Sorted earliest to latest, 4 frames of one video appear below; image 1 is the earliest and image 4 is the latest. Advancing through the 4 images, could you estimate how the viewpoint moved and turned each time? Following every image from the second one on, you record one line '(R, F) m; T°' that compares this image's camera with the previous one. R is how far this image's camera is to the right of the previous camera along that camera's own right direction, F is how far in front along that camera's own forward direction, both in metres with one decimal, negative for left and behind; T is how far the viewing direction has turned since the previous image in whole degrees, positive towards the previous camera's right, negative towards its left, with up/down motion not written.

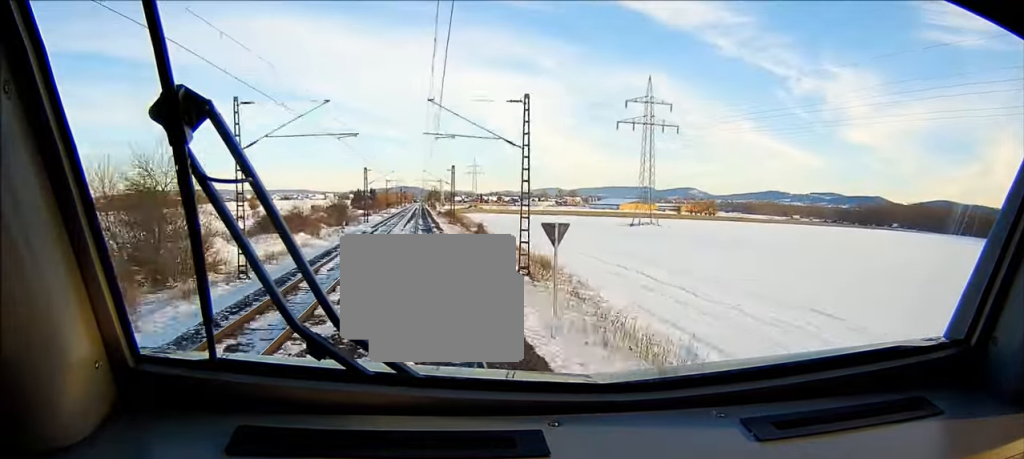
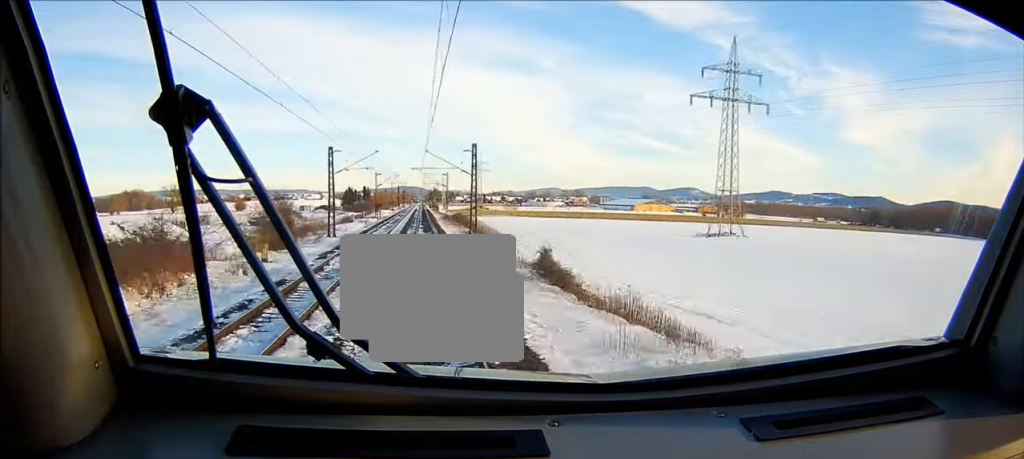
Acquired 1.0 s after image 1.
(0.0, +38.5) m; 0°
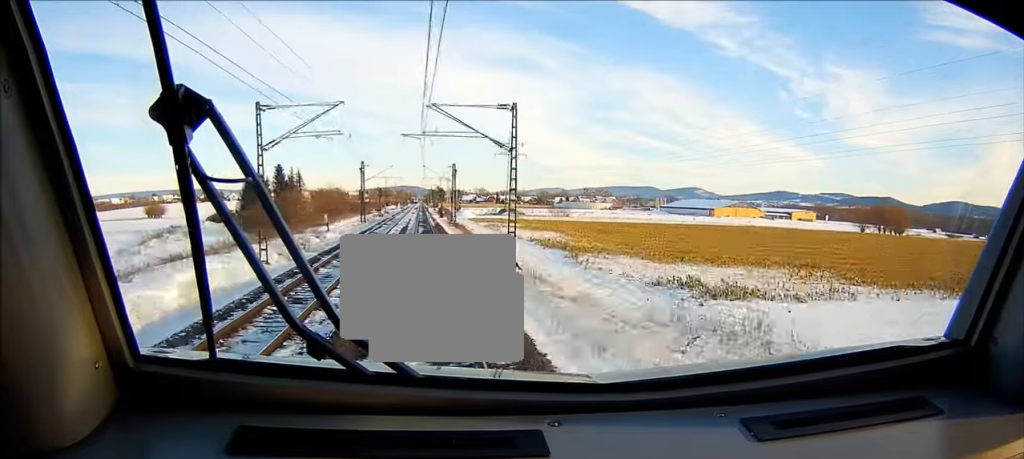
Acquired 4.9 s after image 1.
(+0.1, +148.9) m; 0°
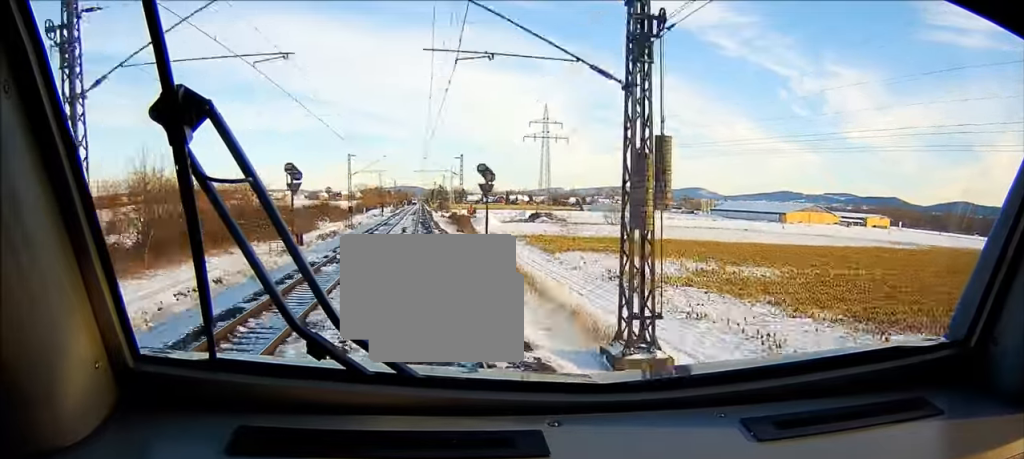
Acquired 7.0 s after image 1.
(+0.3, +81.4) m; 0°
